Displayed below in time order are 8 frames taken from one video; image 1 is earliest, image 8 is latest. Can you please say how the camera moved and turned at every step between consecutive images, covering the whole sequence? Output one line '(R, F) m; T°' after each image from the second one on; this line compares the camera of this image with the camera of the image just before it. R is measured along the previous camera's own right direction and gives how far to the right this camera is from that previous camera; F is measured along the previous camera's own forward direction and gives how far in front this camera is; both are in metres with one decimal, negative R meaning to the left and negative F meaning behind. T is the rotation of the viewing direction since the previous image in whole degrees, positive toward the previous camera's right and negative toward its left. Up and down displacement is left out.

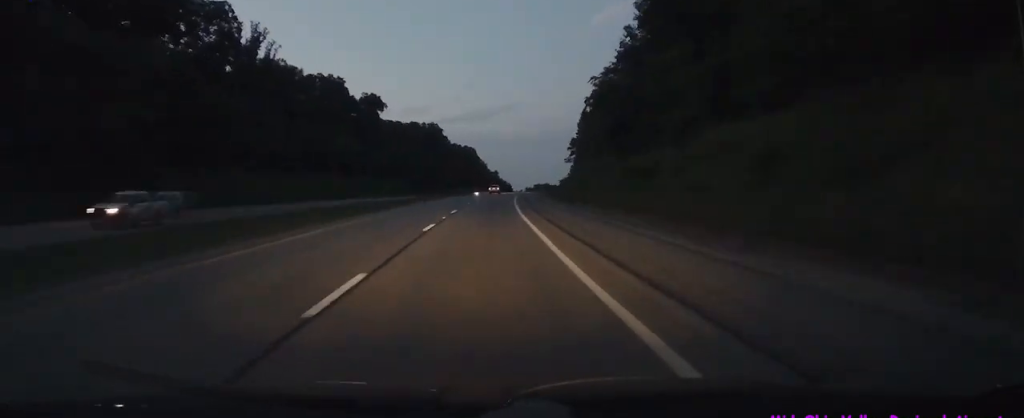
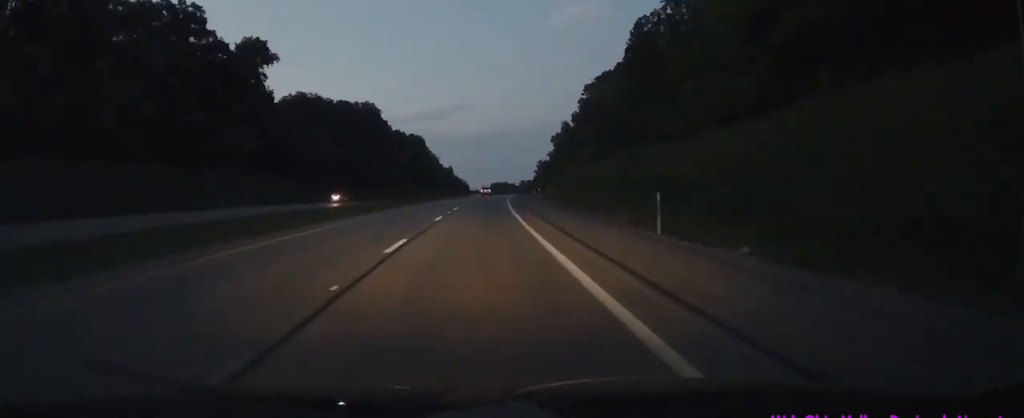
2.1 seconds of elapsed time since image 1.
(+3.1, +67.9) m; +3°
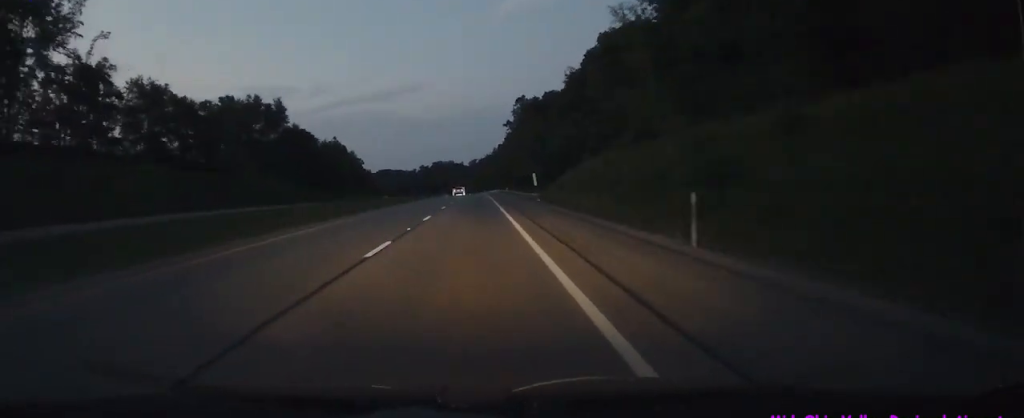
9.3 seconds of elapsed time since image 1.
(+12.1, +233.7) m; +2°
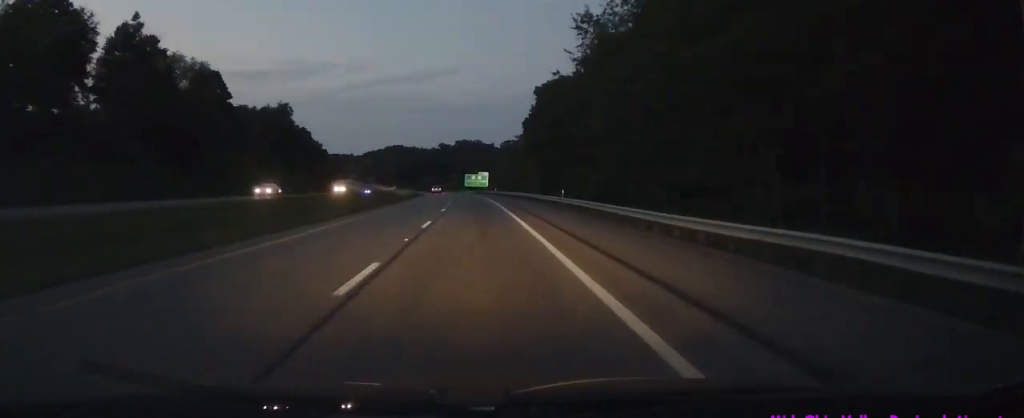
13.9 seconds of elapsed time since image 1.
(-5.1, +150.7) m; -5°
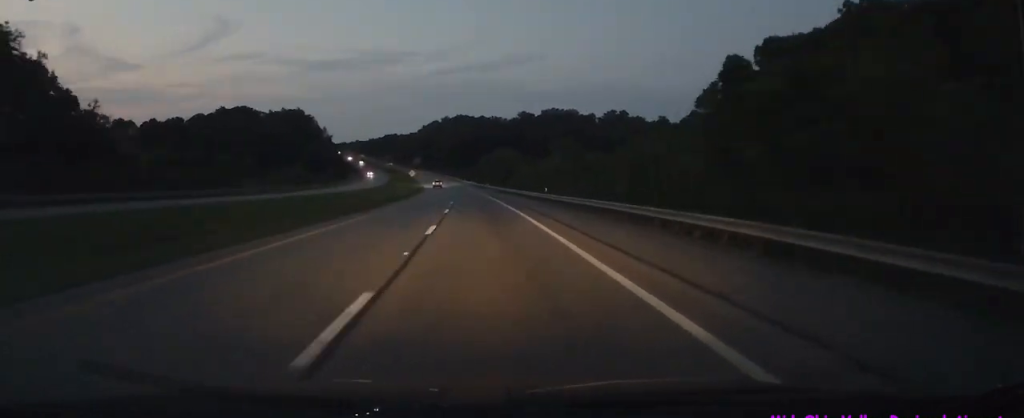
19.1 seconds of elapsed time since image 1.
(-11.4, +174.8) m; -8°
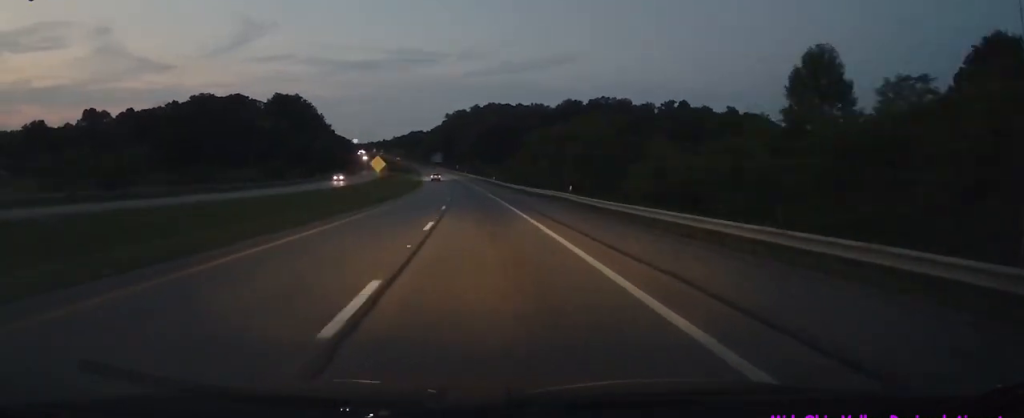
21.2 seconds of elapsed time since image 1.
(-1.0, +72.5) m; -3°
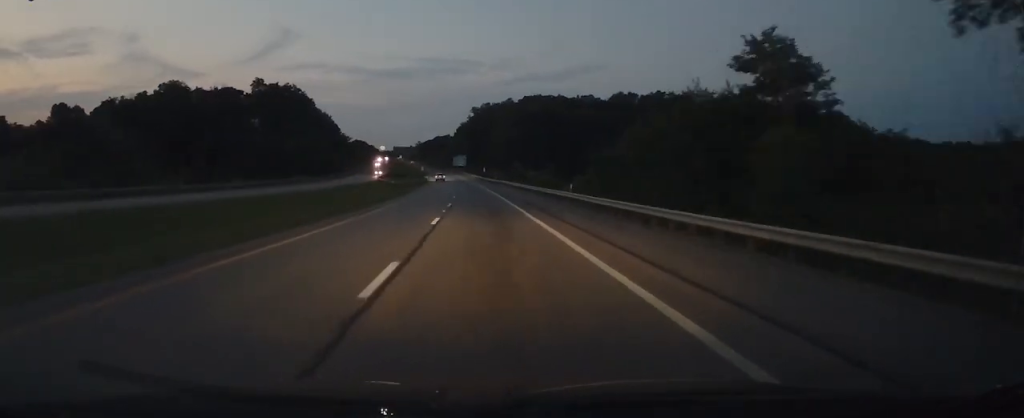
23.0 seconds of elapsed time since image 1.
(-2.9, +59.2) m; -3°
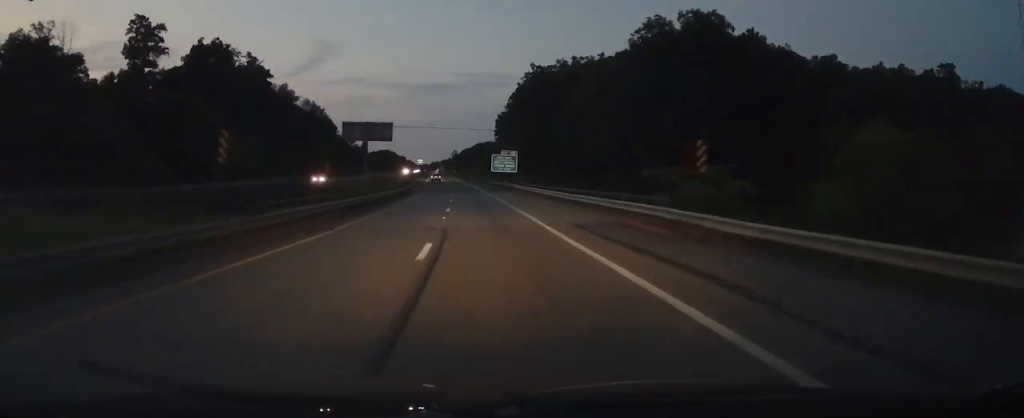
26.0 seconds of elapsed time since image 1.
(-4.2, +104.9) m; -4°
